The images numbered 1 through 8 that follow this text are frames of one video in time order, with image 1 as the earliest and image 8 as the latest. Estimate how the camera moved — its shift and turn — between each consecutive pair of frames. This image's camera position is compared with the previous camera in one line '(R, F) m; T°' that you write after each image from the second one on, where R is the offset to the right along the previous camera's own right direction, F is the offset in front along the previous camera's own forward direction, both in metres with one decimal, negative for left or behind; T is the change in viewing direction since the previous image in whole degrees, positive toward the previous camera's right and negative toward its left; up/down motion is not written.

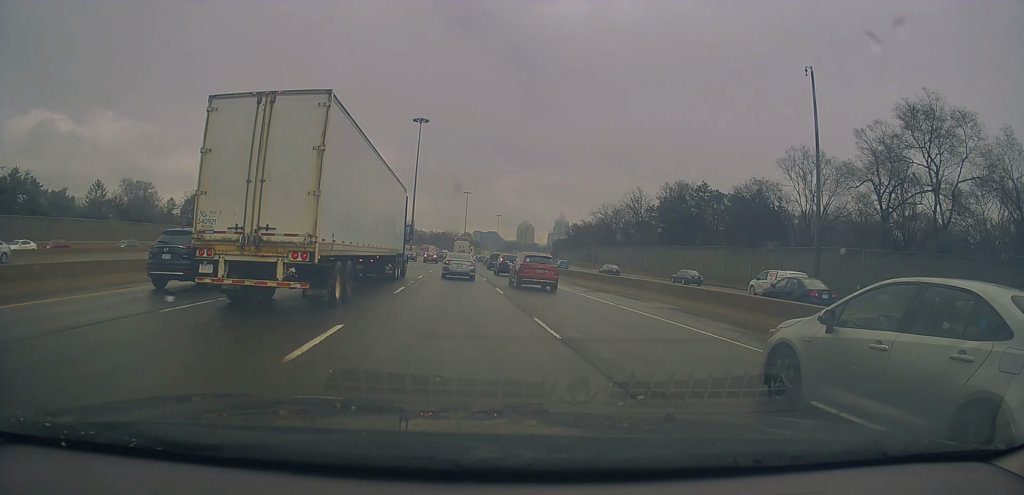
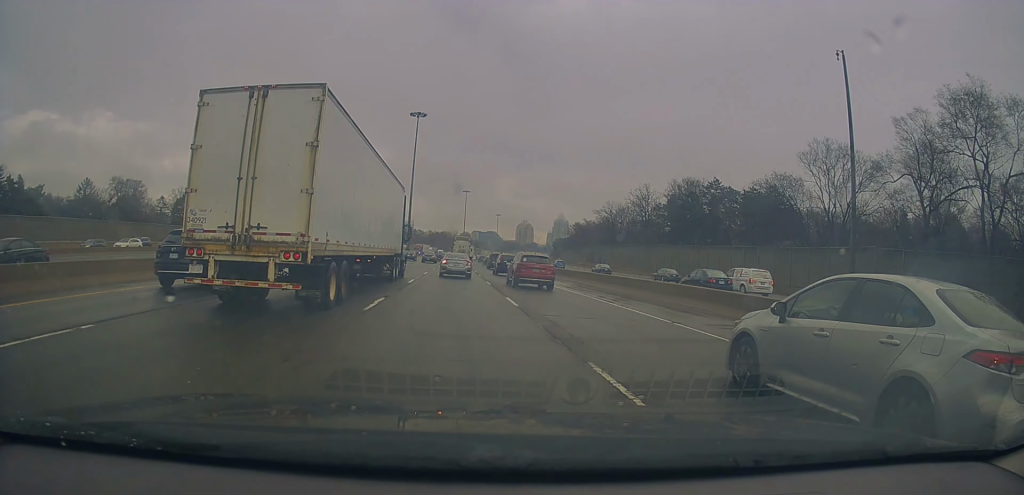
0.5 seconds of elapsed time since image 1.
(0.0, +5.0) m; 0°
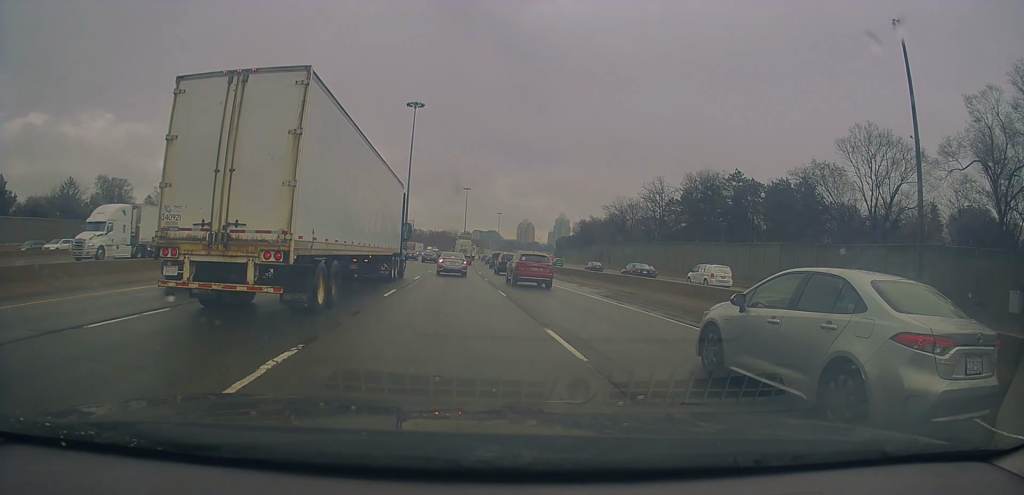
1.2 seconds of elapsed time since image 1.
(-0.4, +8.1) m; 0°
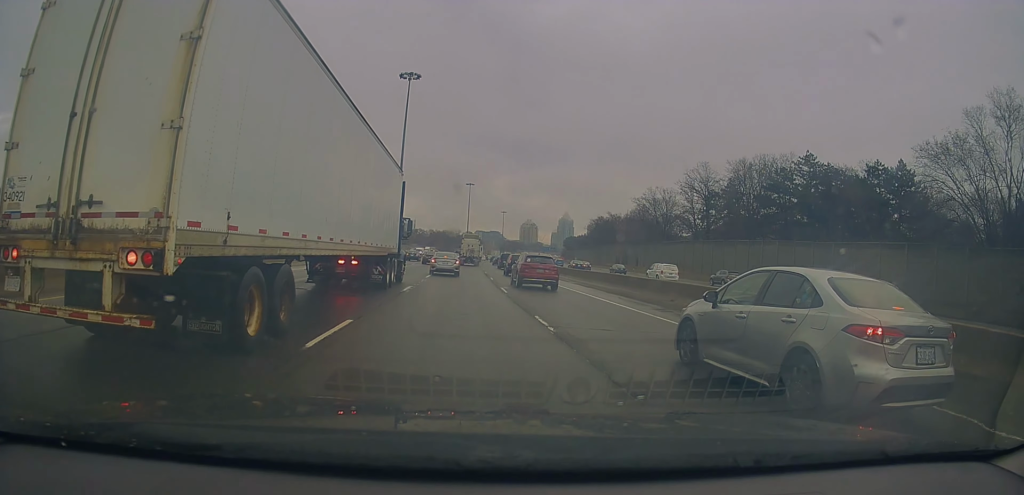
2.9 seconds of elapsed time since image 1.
(+0.4, +19.7) m; -1°
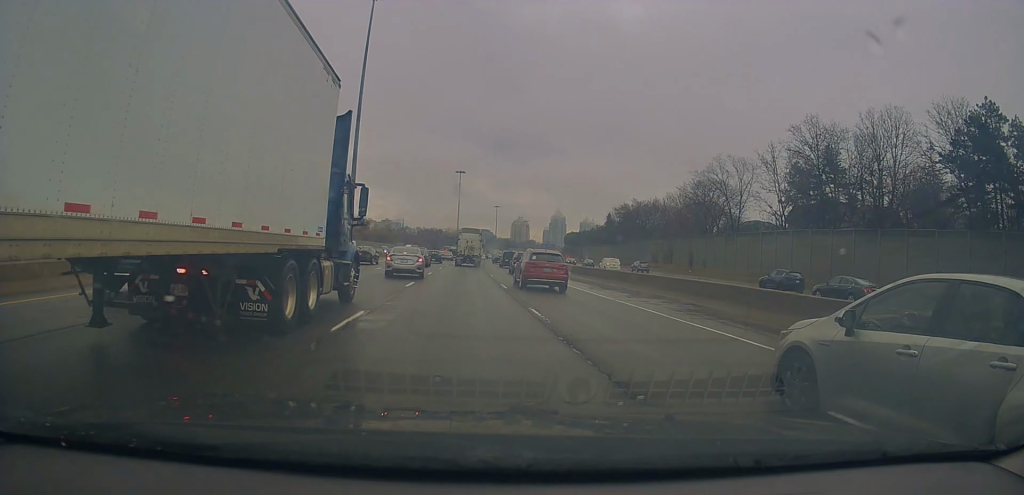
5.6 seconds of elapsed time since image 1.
(+0.1, +33.6) m; +3°
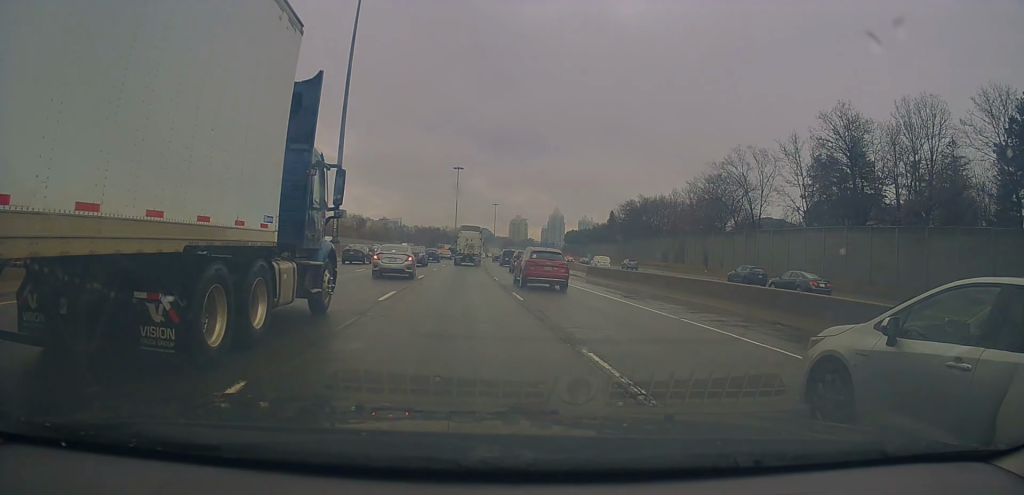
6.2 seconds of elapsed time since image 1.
(+0.4, +6.6) m; 0°
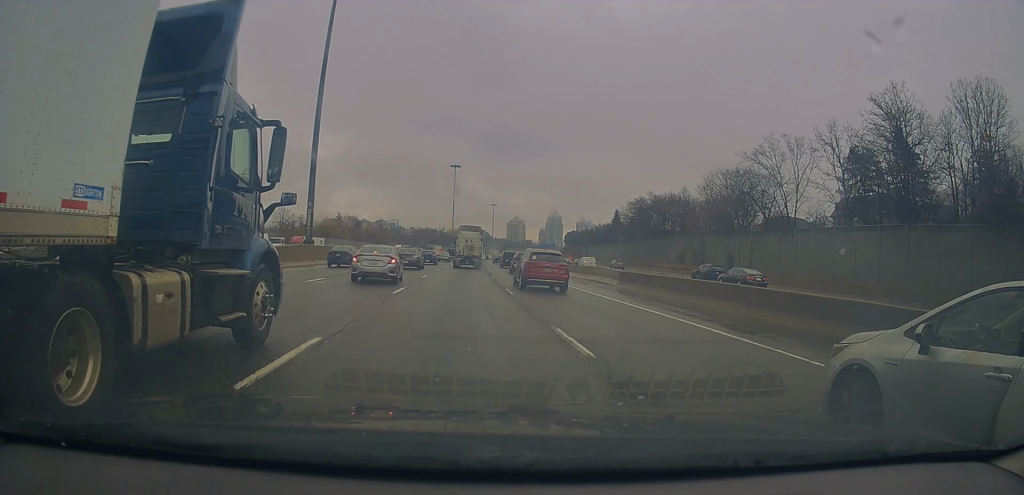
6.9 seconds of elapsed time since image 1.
(-0.4, +8.9) m; -2°
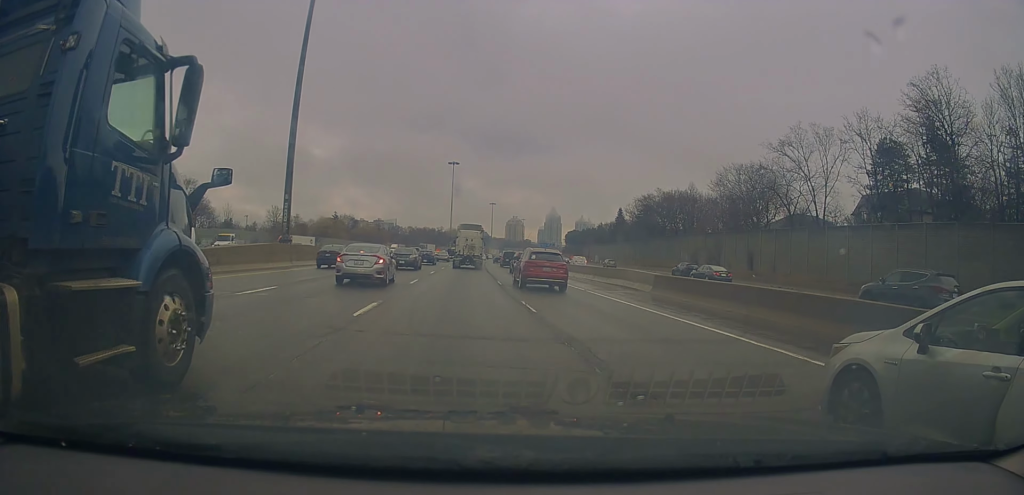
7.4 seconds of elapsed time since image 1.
(-0.1, +6.2) m; -1°
